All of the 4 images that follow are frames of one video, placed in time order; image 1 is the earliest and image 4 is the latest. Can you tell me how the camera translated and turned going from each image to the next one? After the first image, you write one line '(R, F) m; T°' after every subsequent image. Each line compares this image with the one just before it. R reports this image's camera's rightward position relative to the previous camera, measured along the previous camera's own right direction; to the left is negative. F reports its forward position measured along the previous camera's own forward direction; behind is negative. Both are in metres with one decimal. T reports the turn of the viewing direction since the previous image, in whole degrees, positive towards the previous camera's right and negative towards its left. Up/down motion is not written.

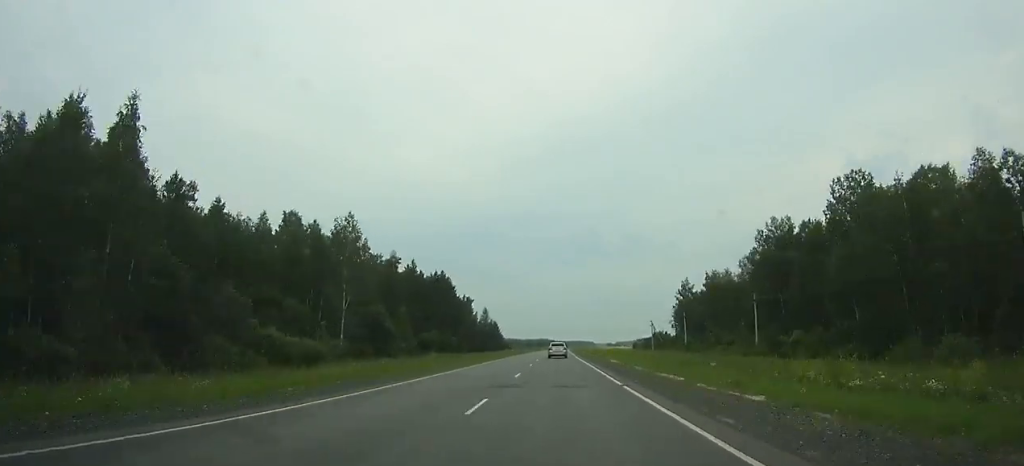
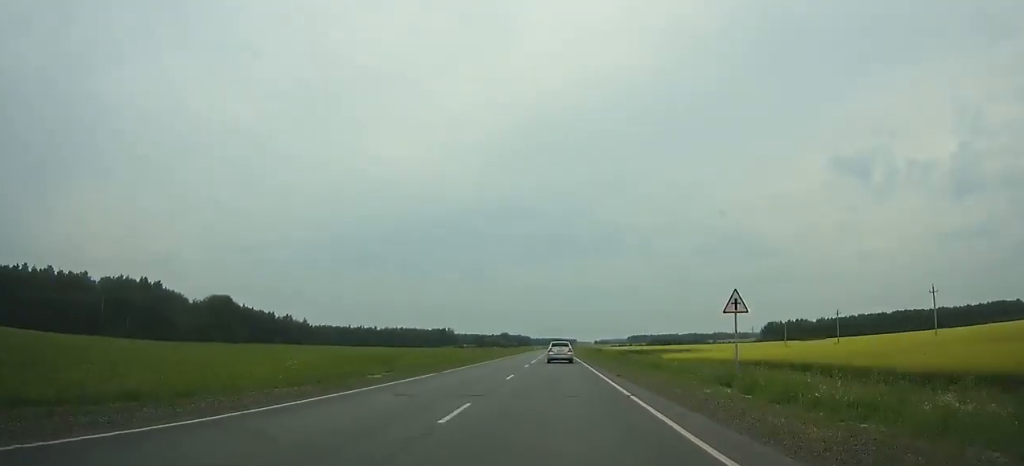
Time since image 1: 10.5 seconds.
(+5.6, +314.9) m; +2°
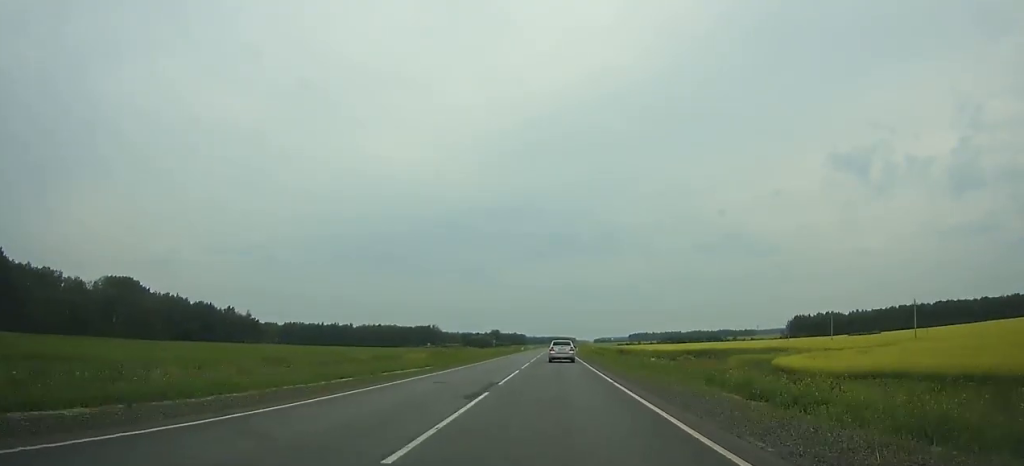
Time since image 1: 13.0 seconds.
(+0.3, +69.3) m; 0°
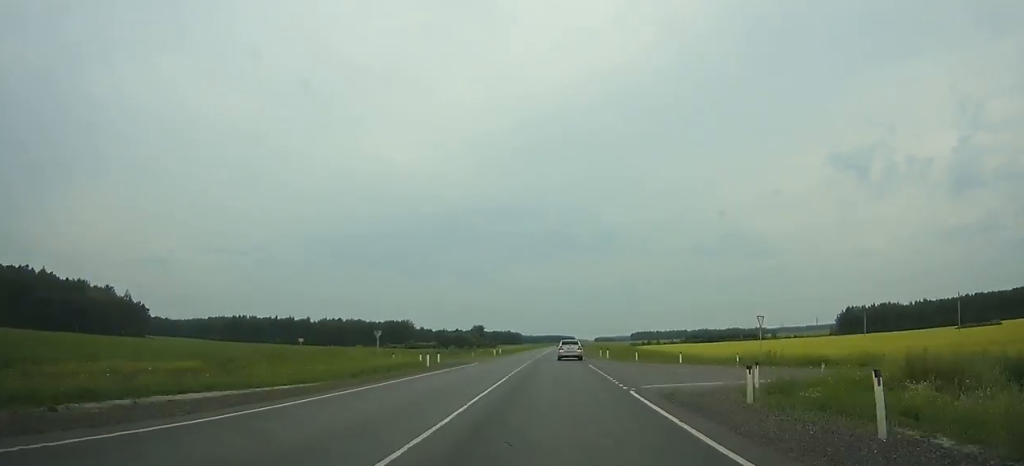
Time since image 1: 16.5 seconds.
(+0.3, +94.9) m; +1°
